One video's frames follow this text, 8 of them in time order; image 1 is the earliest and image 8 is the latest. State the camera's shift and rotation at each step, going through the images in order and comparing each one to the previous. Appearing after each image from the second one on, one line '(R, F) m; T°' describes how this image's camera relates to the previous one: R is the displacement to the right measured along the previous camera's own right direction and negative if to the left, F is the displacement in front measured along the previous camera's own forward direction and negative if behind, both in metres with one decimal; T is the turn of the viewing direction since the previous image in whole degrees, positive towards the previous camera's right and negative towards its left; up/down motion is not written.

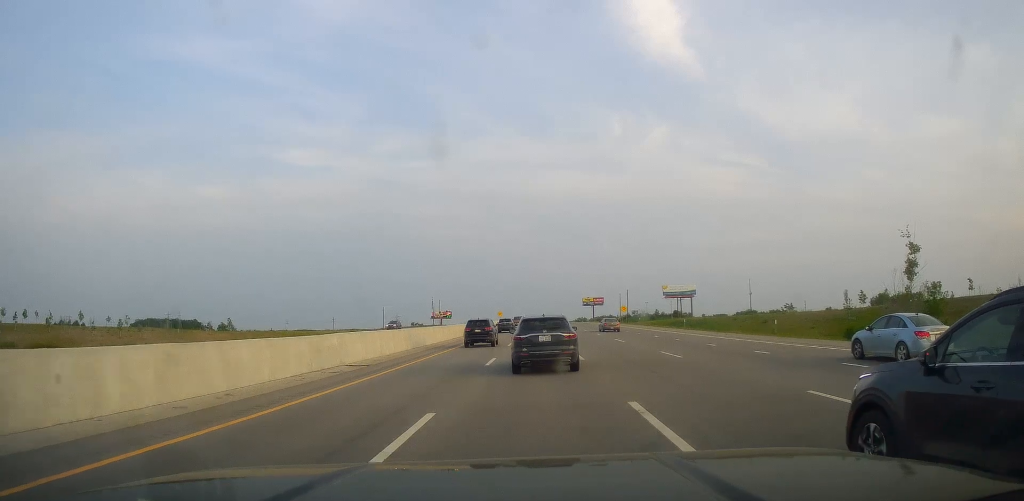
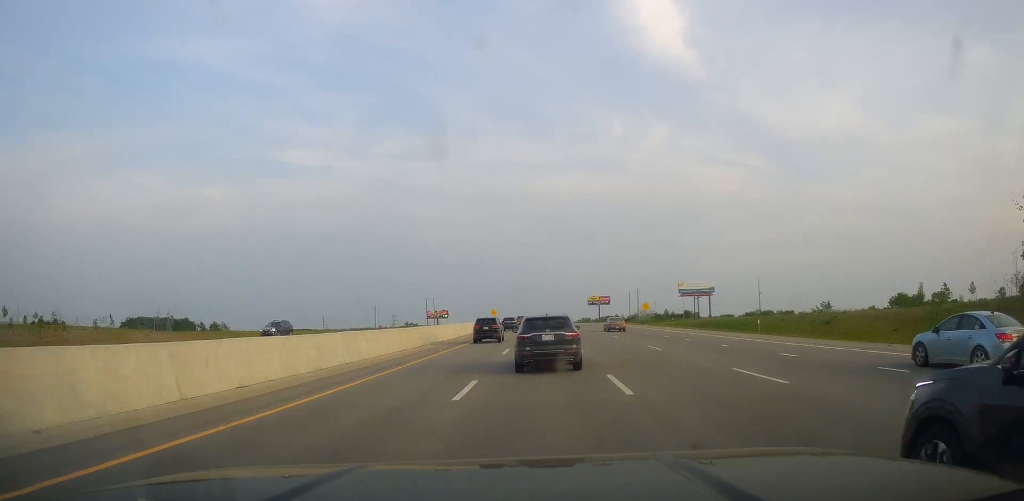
(-0.1, +24.8) m; +1°
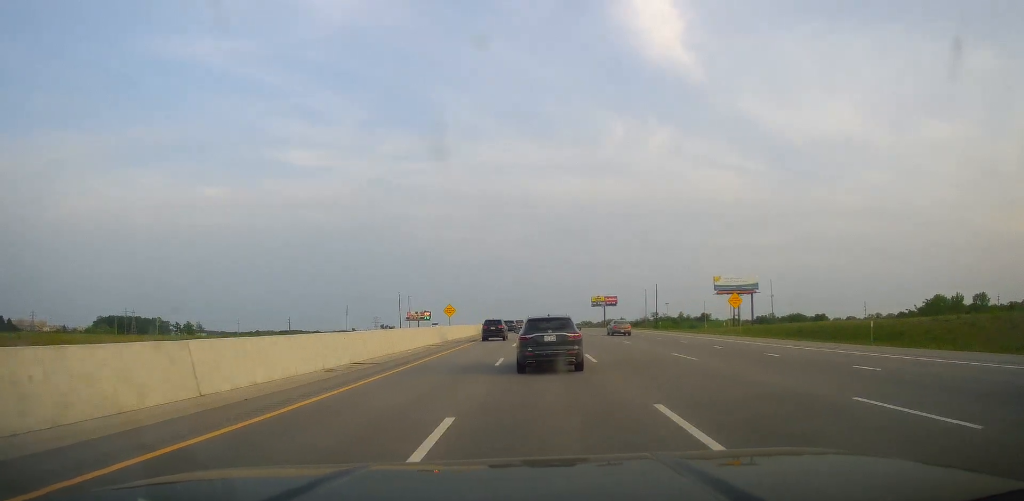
(+0.5, +51.9) m; -1°
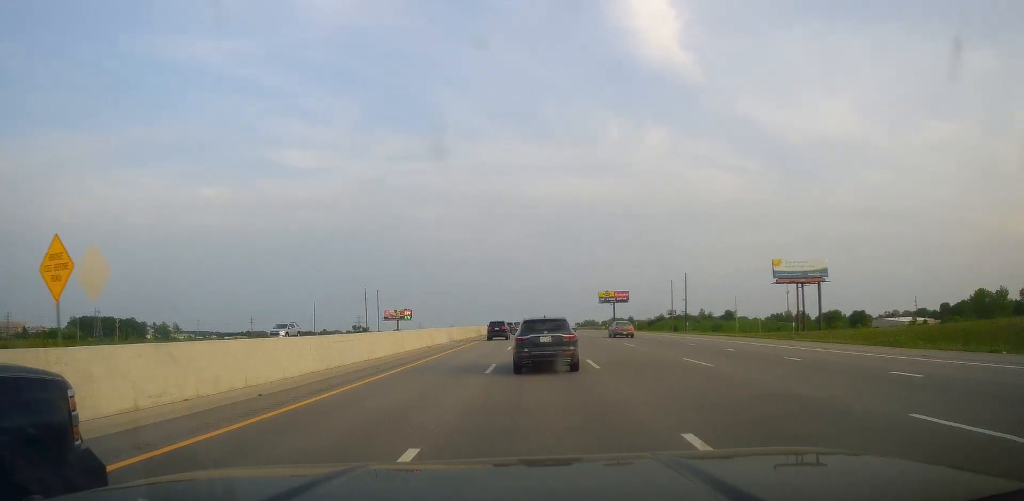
(-0.6, +48.5) m; -1°
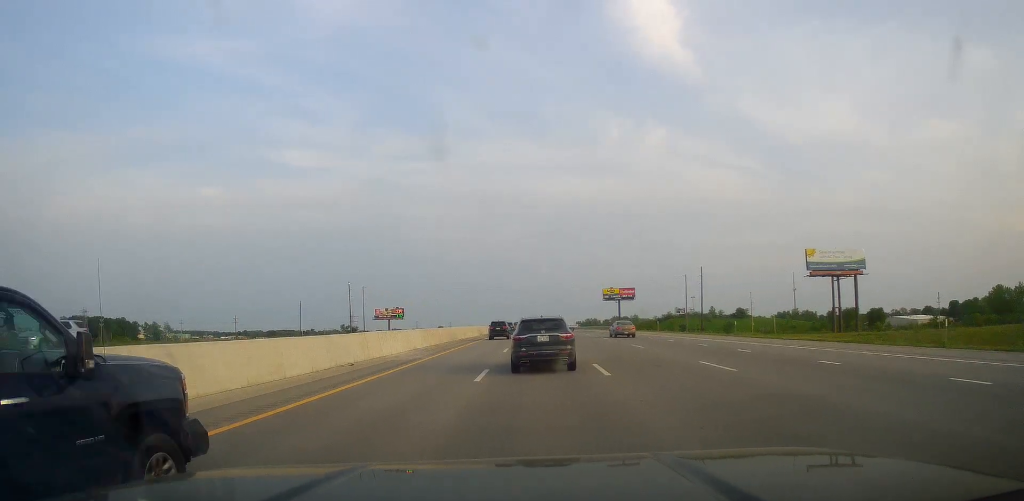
(0.0, +18.0) m; +1°
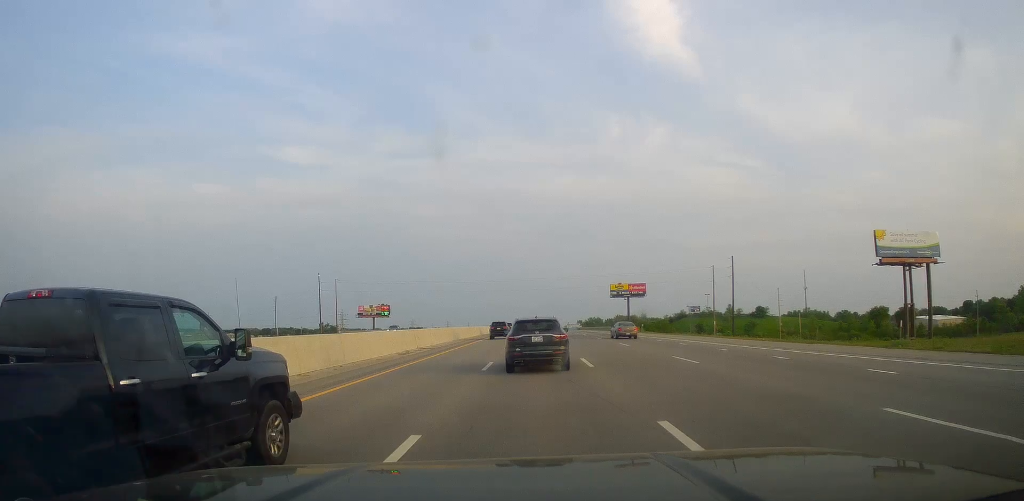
(+0.1, +26.9) m; +1°
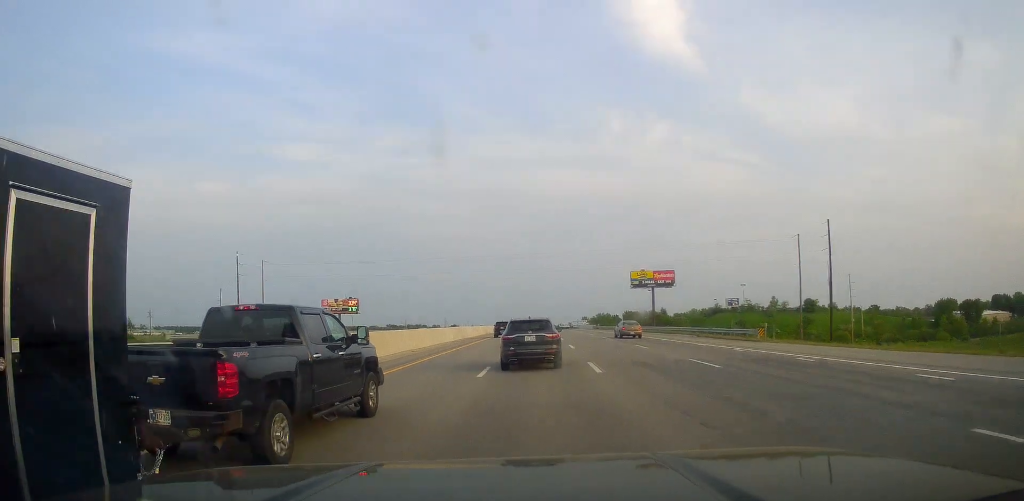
(+0.1, +48.2) m; -1°
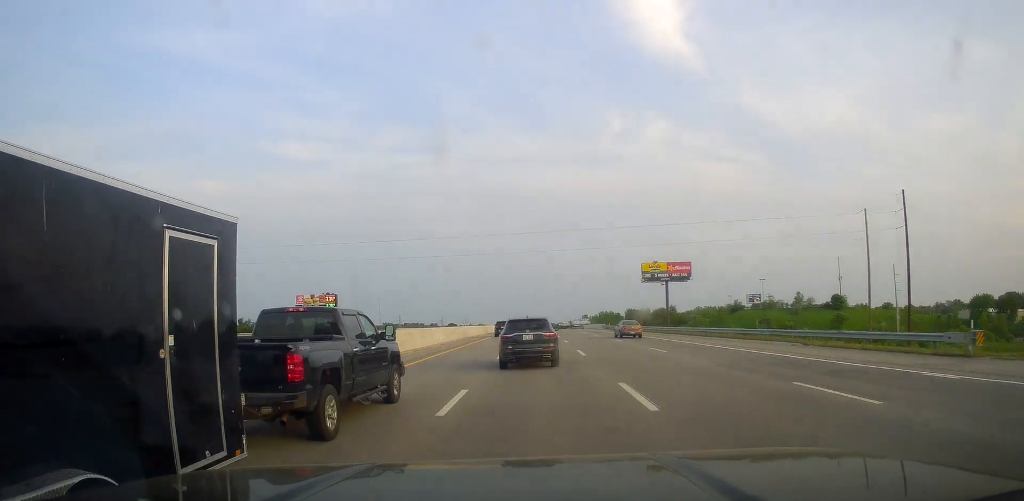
(-0.2, +22.4) m; 0°
